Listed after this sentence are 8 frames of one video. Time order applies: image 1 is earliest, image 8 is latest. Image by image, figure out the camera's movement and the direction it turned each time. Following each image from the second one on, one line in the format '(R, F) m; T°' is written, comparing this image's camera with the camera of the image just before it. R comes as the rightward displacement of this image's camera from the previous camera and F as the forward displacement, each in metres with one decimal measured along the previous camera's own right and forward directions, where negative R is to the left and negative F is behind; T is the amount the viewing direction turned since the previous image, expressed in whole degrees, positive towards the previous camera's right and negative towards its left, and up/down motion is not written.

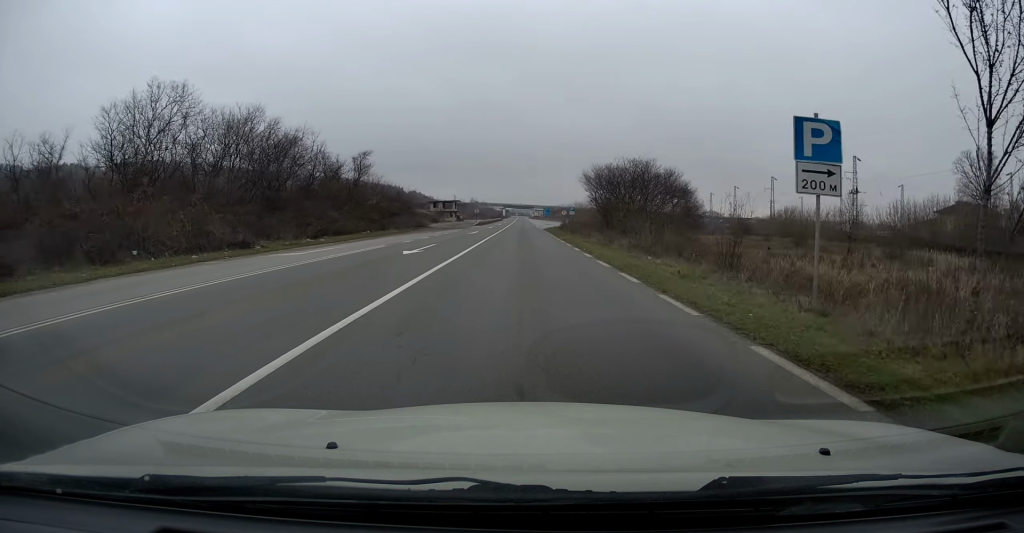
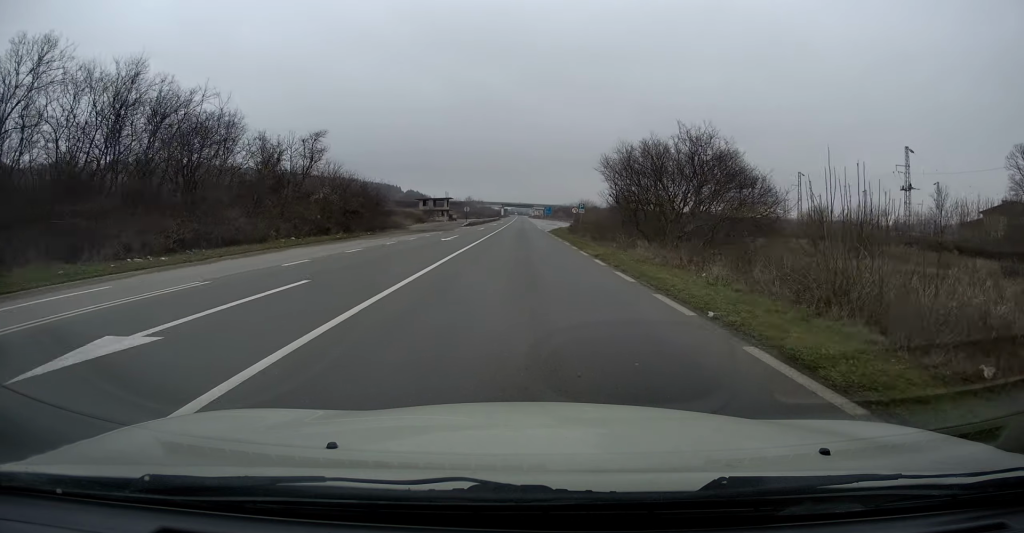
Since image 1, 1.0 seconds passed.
(0.0, +16.7) m; +1°
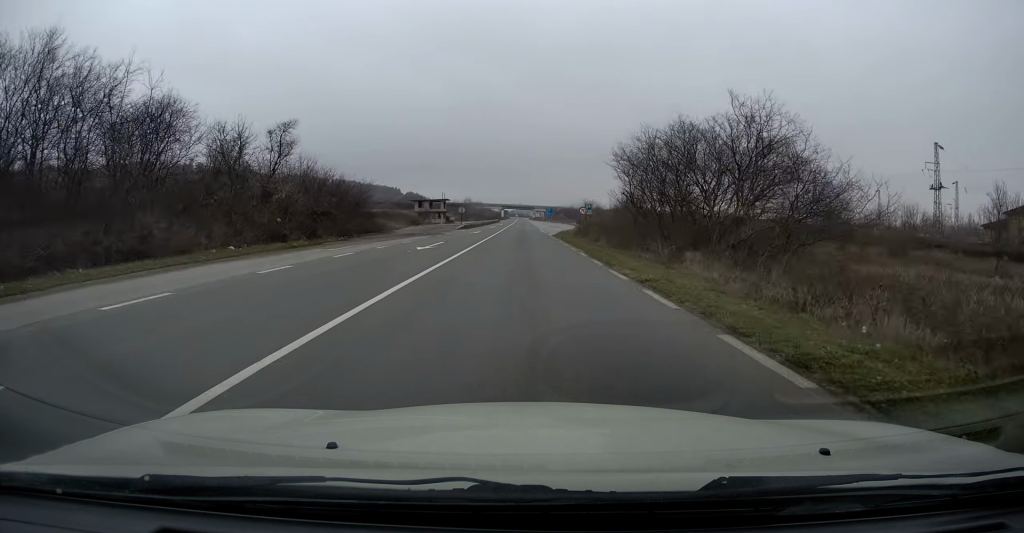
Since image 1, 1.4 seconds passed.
(+0.1, +8.1) m; 0°
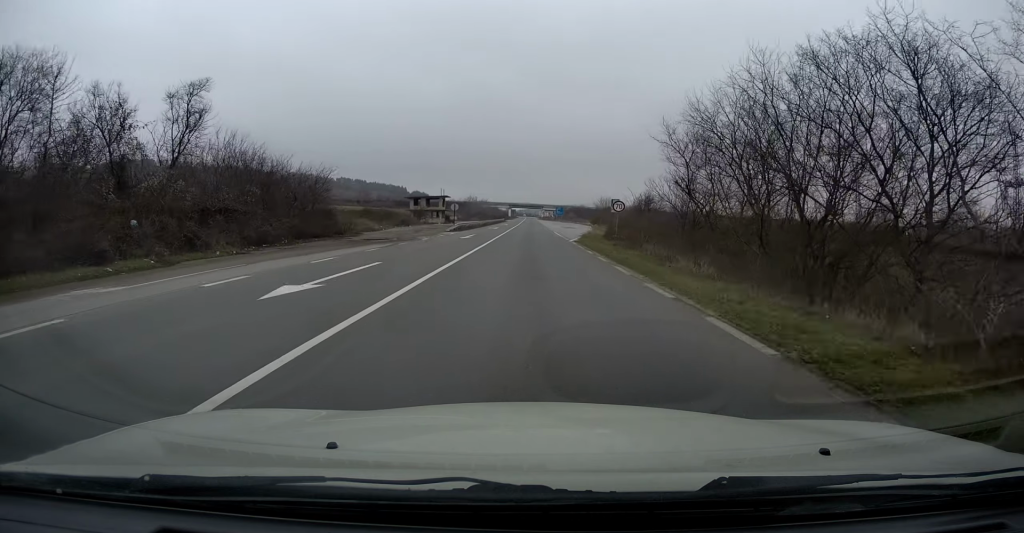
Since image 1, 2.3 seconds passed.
(+0.1, +15.3) m; 0°
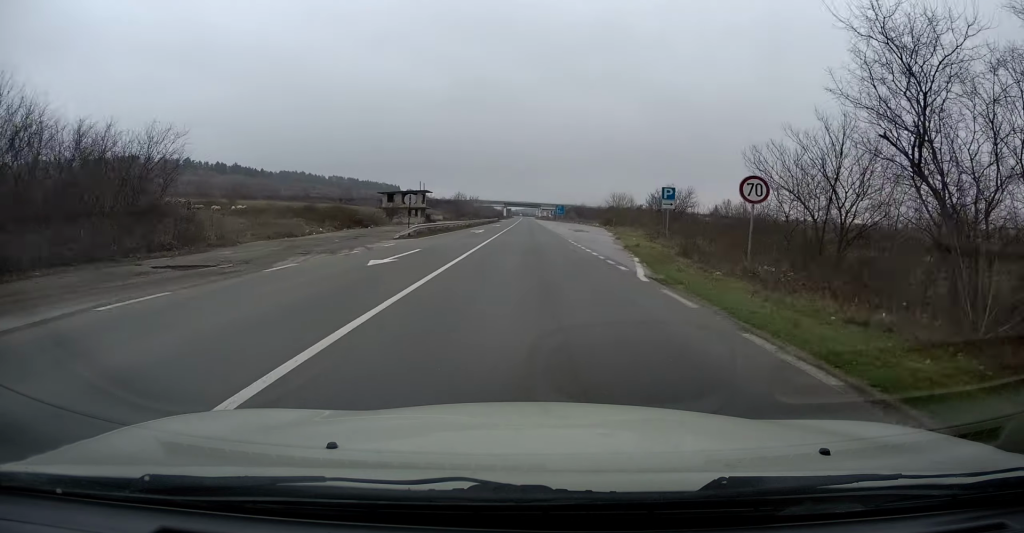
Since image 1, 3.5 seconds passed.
(-0.1, +19.7) m; 0°
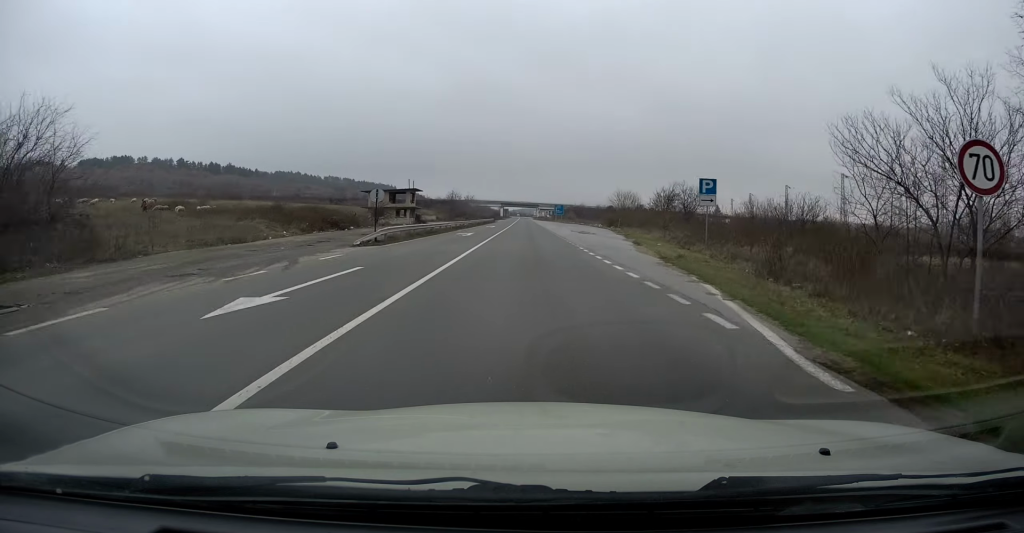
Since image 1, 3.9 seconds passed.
(0.0, +7.2) m; 0°
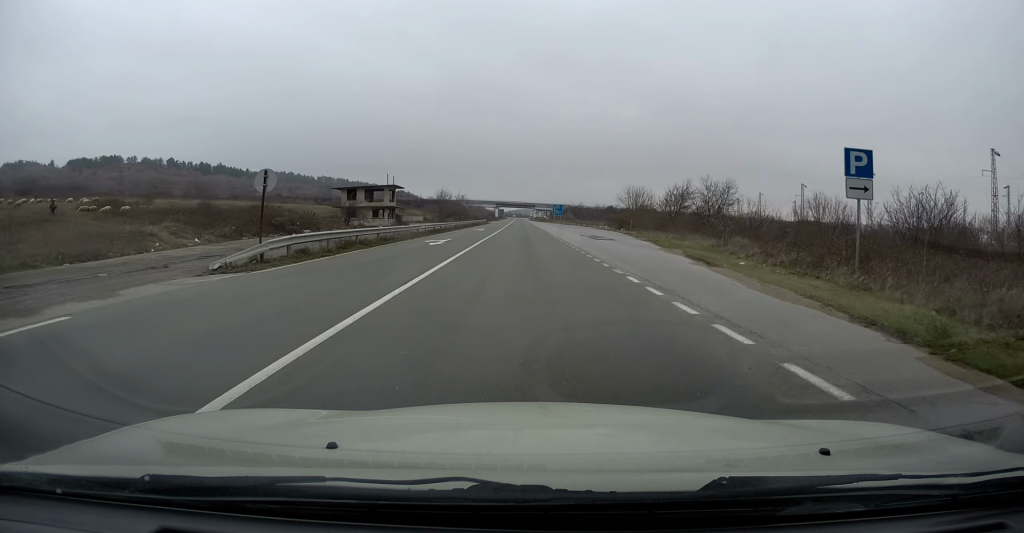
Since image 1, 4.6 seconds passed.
(0.0, +12.3) m; 0°
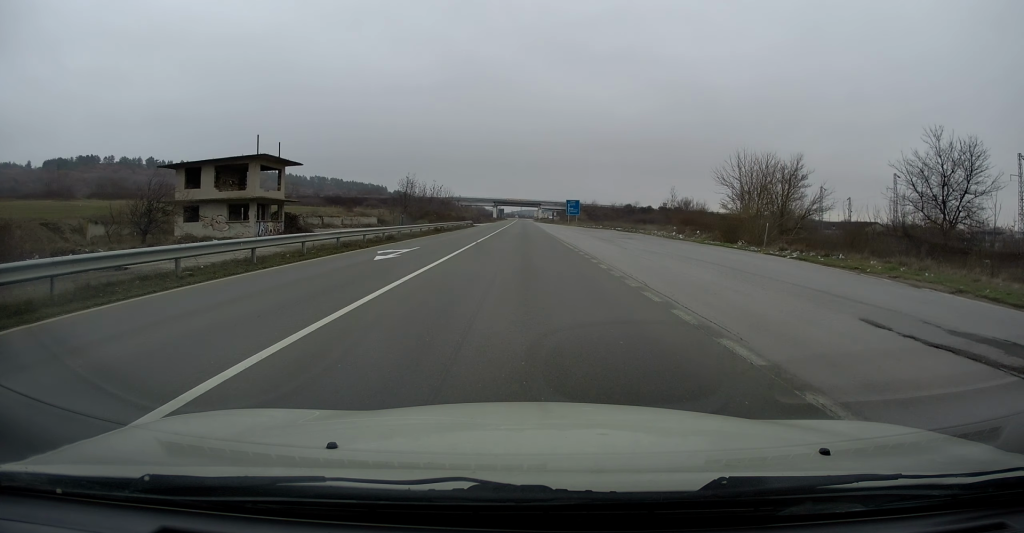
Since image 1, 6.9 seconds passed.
(+0.8, +43.0) m; +1°
